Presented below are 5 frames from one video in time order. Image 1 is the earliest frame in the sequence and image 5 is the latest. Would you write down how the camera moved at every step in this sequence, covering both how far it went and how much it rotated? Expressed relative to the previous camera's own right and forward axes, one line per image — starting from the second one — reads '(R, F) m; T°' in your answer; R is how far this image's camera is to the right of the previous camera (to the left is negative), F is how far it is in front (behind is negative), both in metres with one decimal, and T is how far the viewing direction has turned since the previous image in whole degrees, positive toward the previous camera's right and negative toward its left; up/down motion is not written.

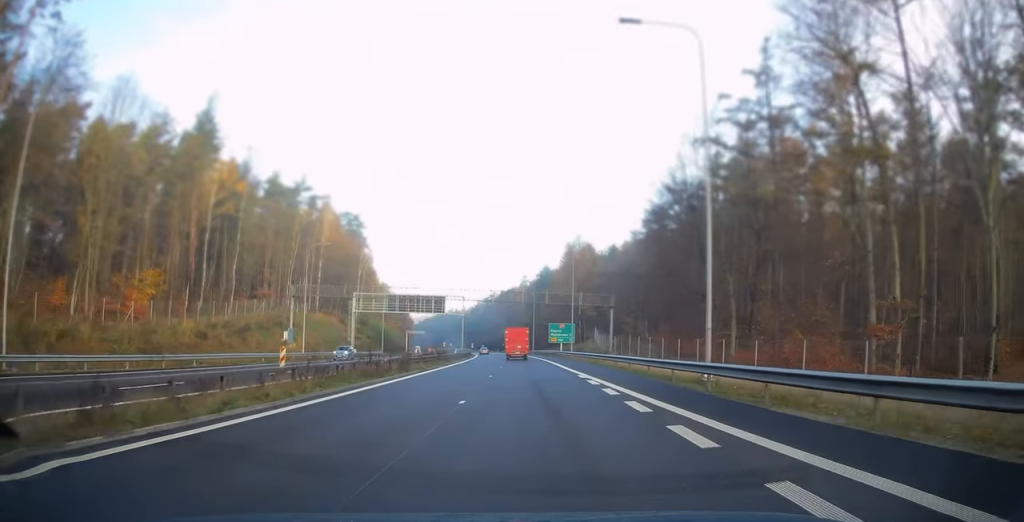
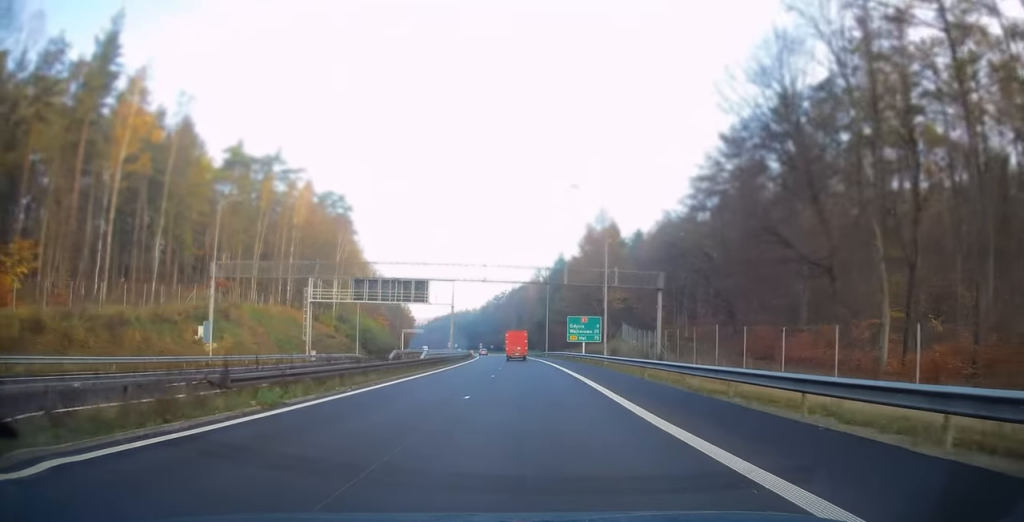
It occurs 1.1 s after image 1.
(-0.3, +22.0) m; -1°
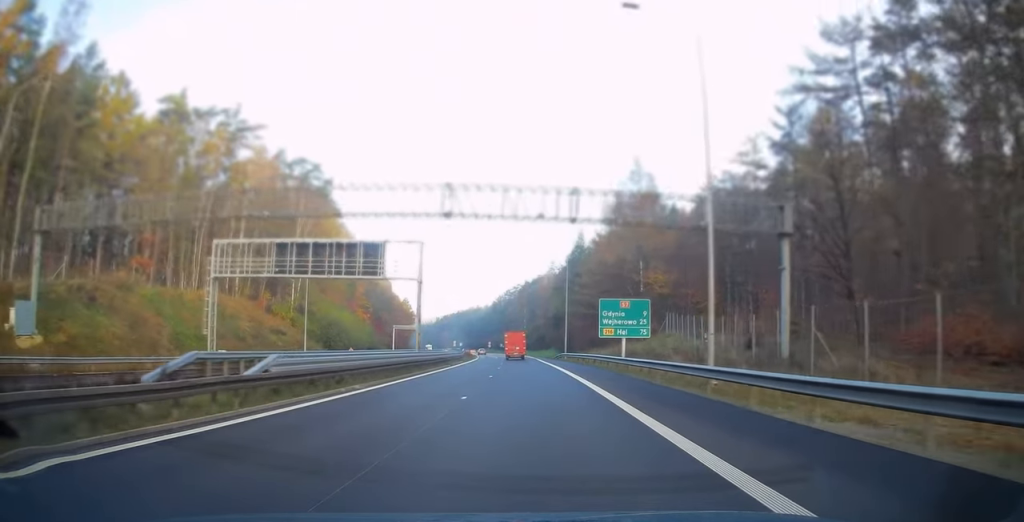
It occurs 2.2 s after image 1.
(-0.2, +23.6) m; -1°
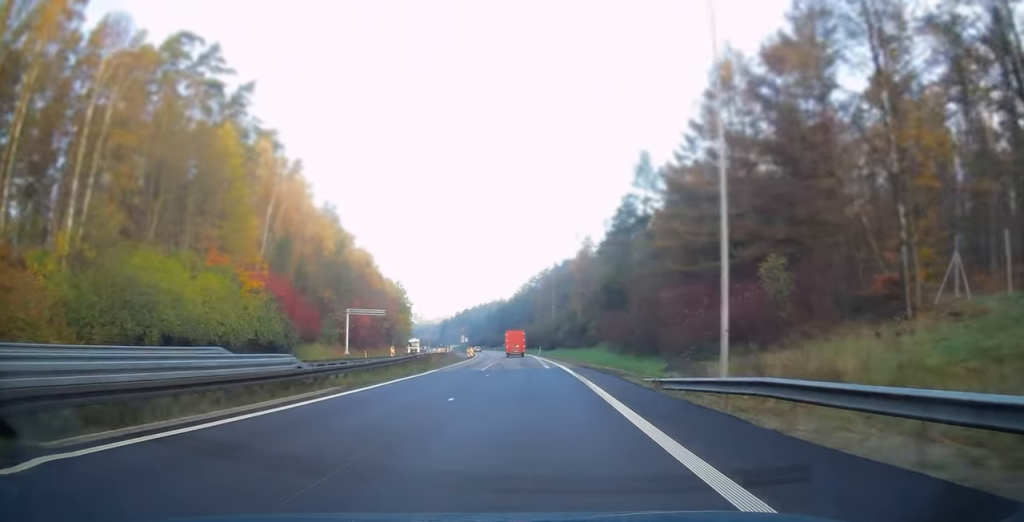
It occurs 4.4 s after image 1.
(-1.3, +47.7) m; -3°
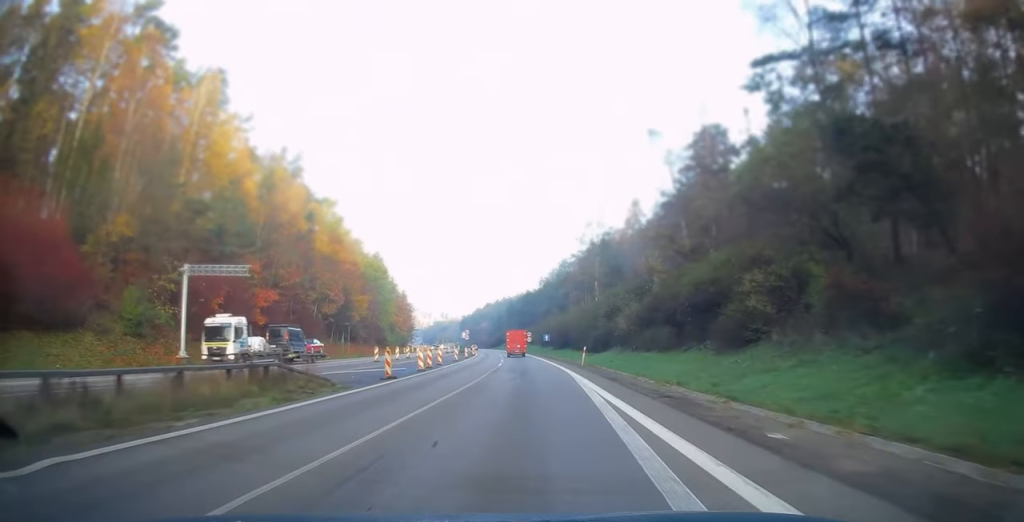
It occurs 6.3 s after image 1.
(-1.0, +46.9) m; -3°
